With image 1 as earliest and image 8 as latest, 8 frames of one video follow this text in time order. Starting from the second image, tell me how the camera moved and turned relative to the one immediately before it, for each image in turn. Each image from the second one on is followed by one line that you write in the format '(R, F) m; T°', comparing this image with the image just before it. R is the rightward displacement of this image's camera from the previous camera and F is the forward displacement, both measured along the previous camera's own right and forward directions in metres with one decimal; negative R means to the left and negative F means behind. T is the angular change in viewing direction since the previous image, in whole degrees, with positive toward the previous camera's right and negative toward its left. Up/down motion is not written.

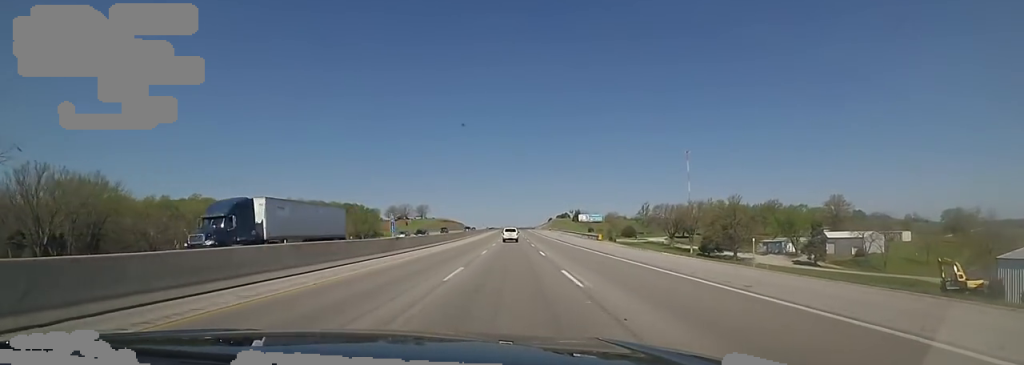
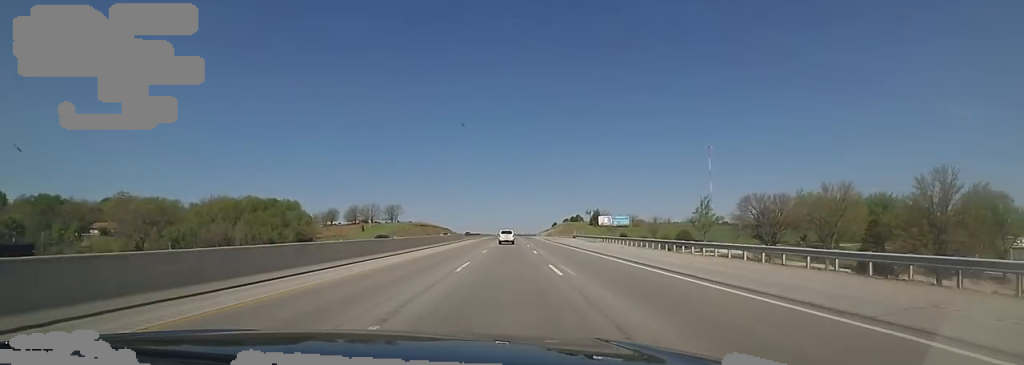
(+0.3, +72.9) m; 0°
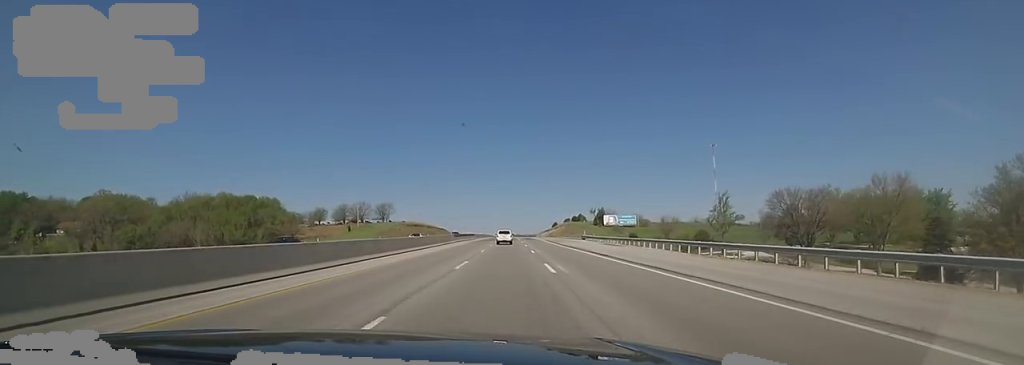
(-0.6, +14.5) m; 0°
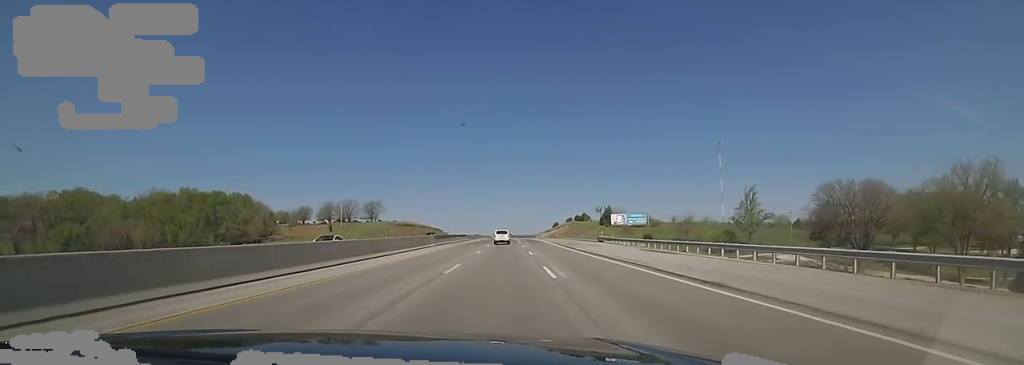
(+0.8, +16.8) m; 0°
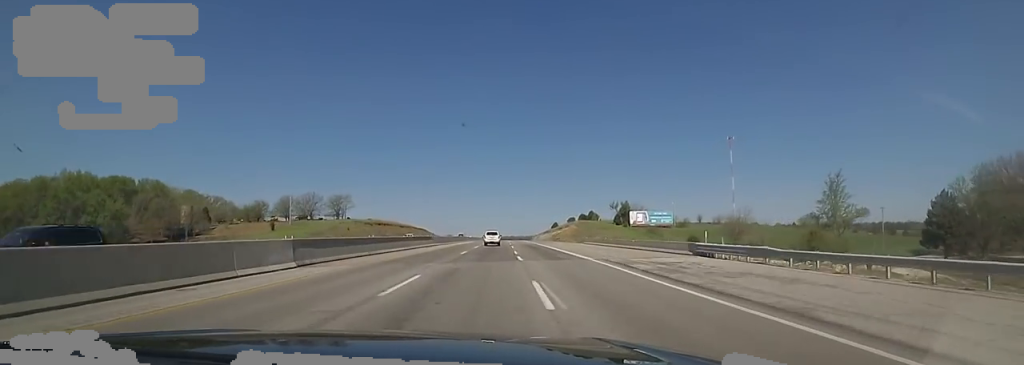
(+0.2, +36.1) m; 0°
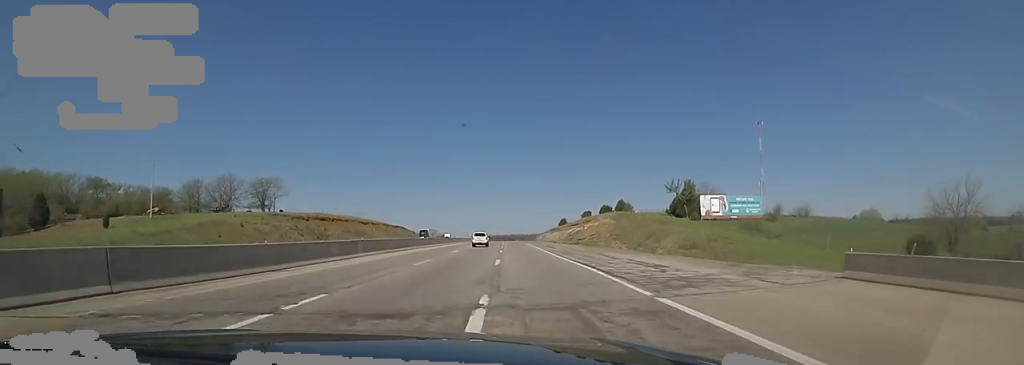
(+0.3, +55.7) m; +2°
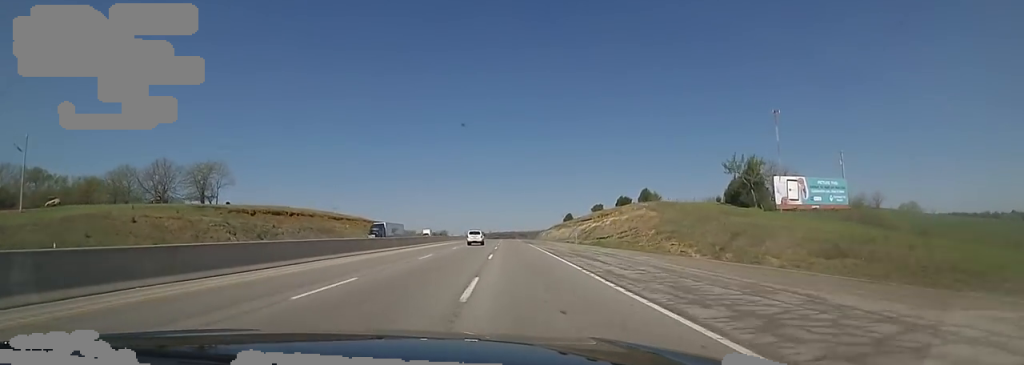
(+0.3, +26.7) m; -2°
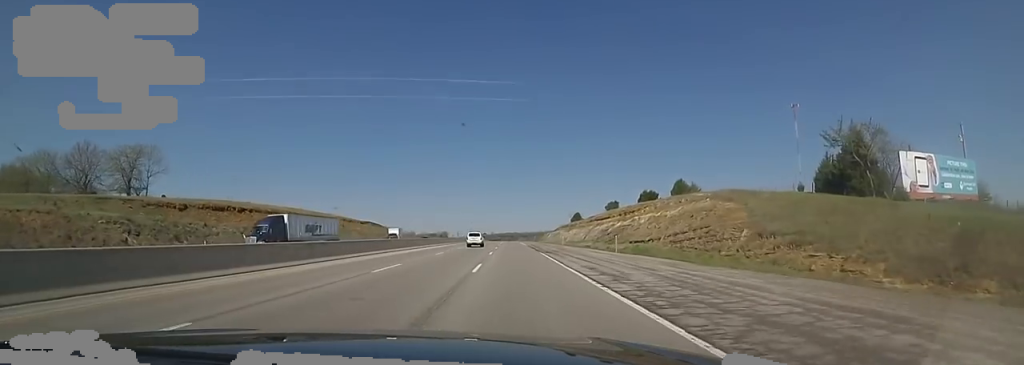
(-0.5, +23.1) m; -1°
